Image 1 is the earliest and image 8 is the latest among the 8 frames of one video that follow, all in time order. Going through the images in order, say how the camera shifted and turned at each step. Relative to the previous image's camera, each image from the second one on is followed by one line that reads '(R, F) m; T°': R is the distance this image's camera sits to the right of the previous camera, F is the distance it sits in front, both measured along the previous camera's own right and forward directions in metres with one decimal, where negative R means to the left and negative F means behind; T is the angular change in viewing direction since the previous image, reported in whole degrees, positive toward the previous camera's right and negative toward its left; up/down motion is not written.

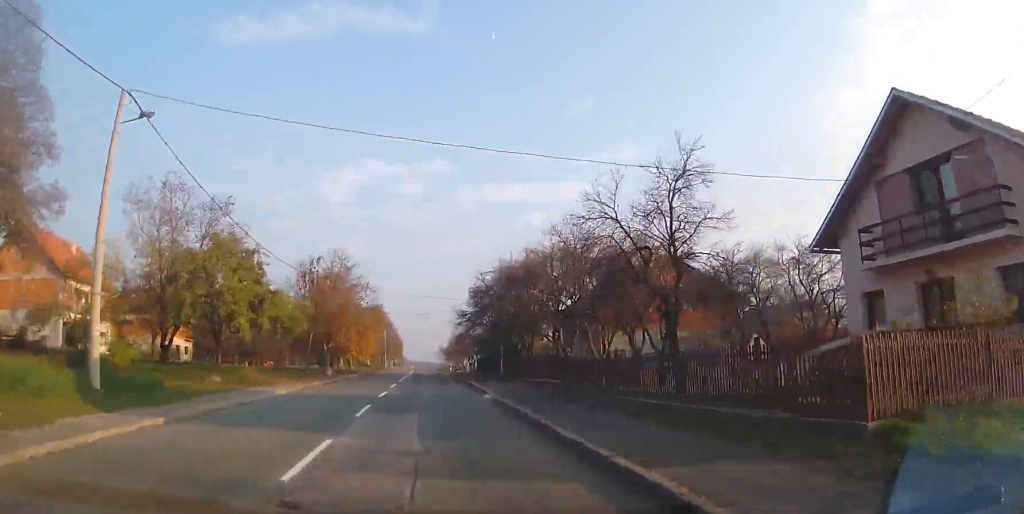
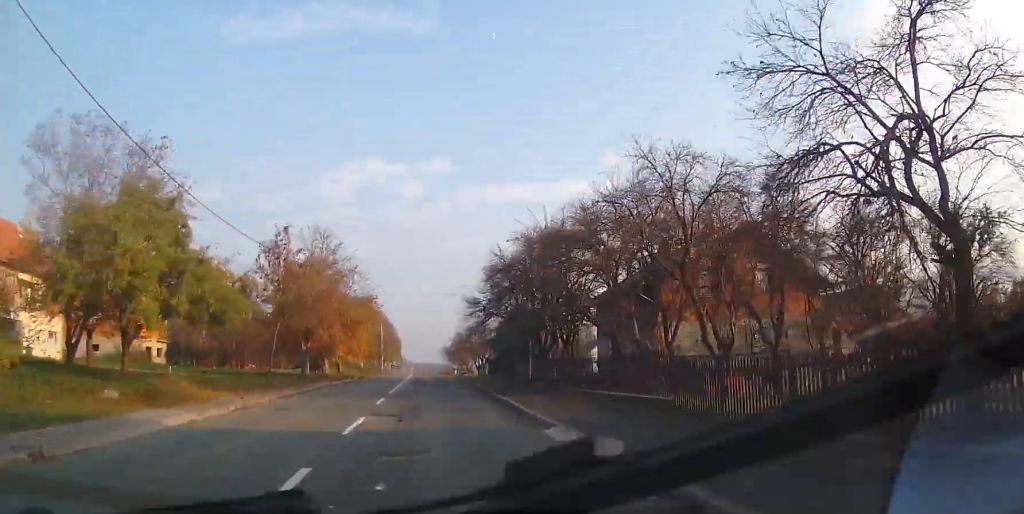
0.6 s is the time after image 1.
(+0.2, +9.6) m; 0°
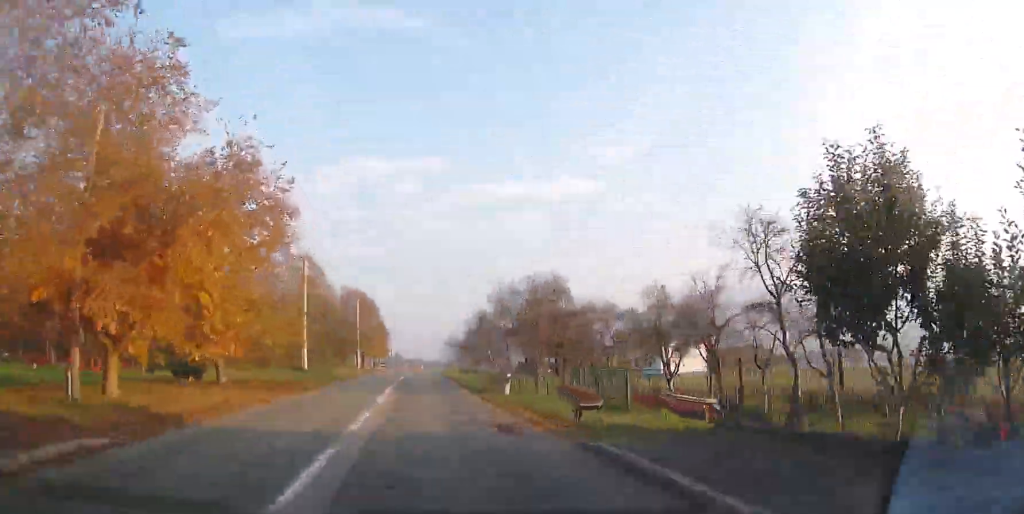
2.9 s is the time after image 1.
(+0.3, +36.2) m; +1°
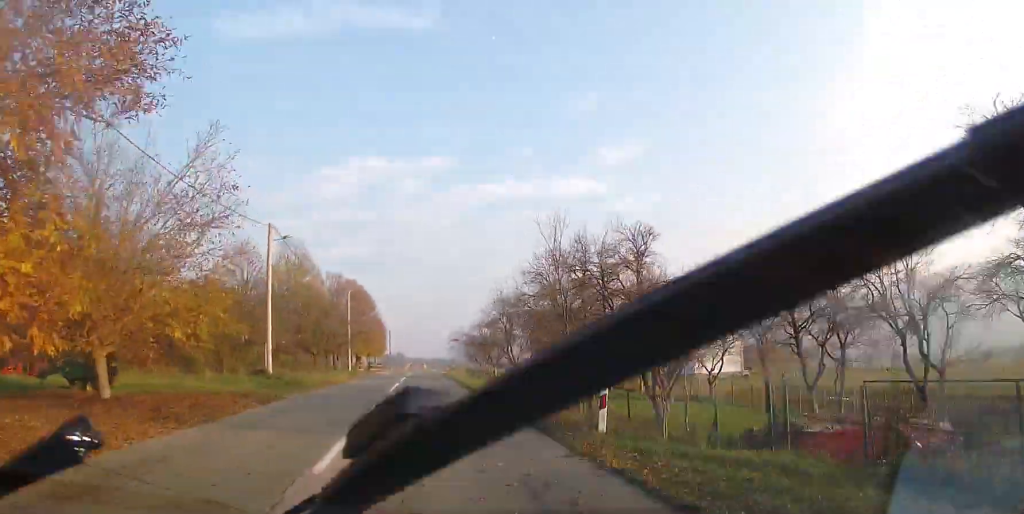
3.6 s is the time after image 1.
(-0.3, +10.3) m; 0°
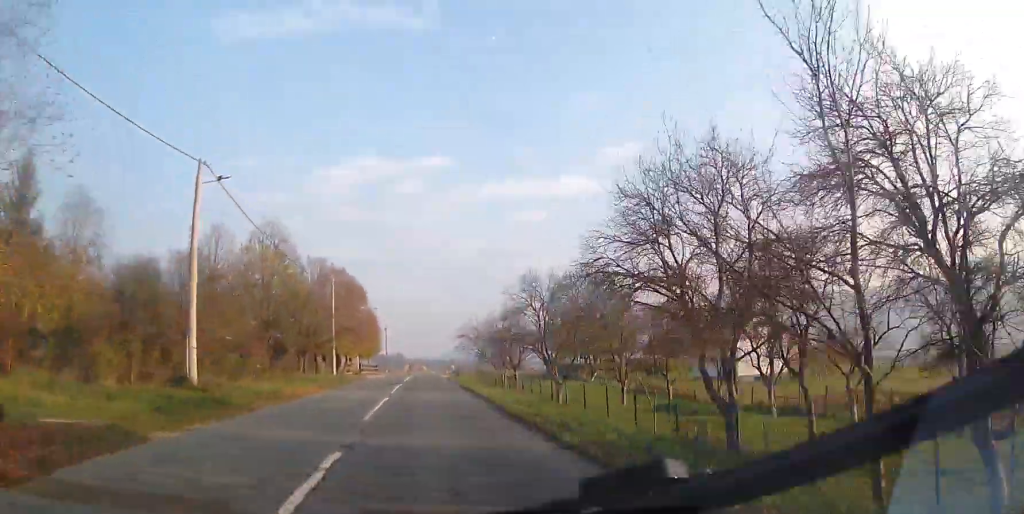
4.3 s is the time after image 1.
(+0.2, +11.1) m; +1°
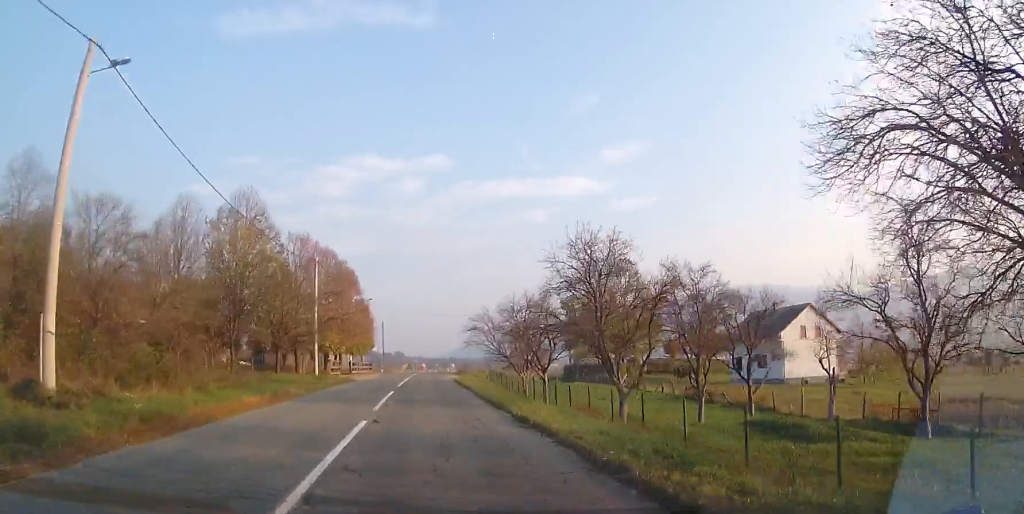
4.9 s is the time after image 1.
(+0.1, +9.0) m; 0°
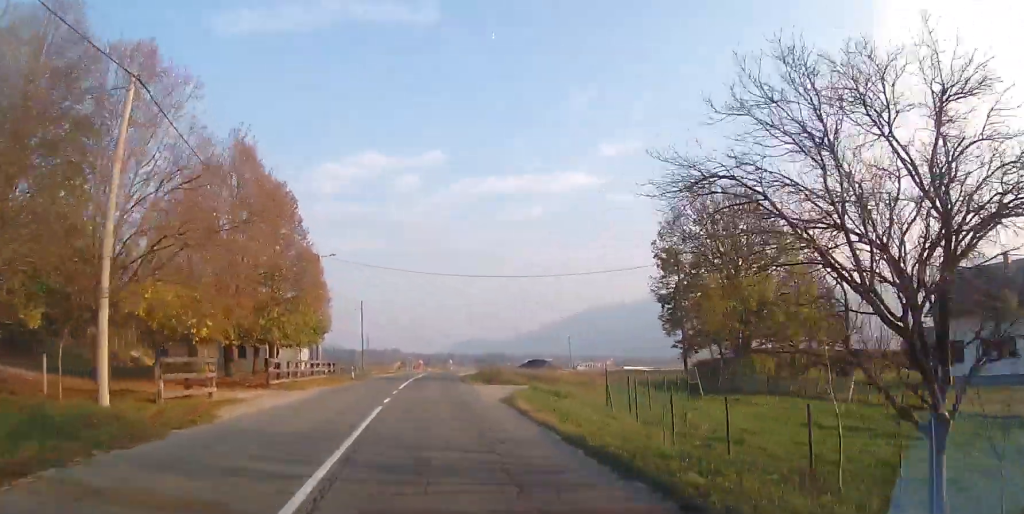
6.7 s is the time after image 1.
(0.0, +29.1) m; -1°
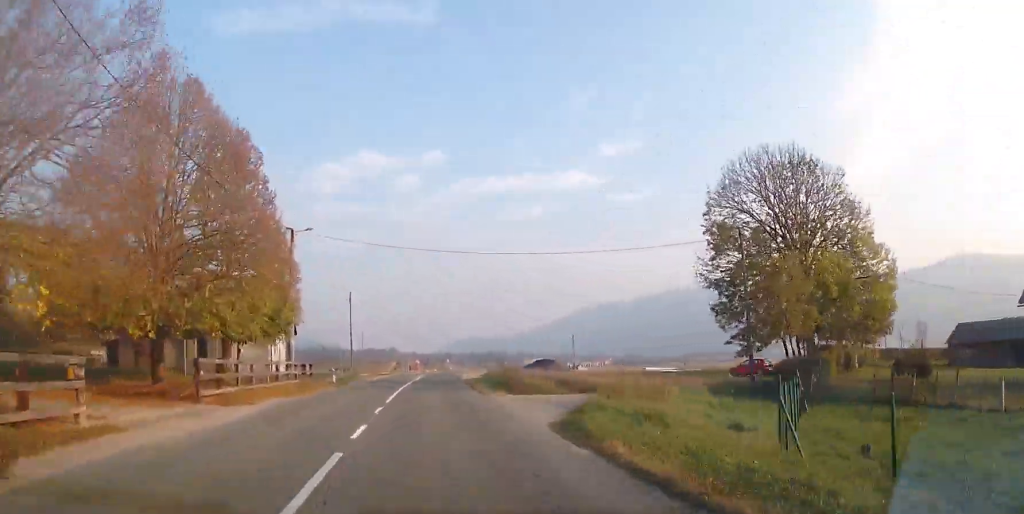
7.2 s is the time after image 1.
(-0.2, +8.1) m; 0°
